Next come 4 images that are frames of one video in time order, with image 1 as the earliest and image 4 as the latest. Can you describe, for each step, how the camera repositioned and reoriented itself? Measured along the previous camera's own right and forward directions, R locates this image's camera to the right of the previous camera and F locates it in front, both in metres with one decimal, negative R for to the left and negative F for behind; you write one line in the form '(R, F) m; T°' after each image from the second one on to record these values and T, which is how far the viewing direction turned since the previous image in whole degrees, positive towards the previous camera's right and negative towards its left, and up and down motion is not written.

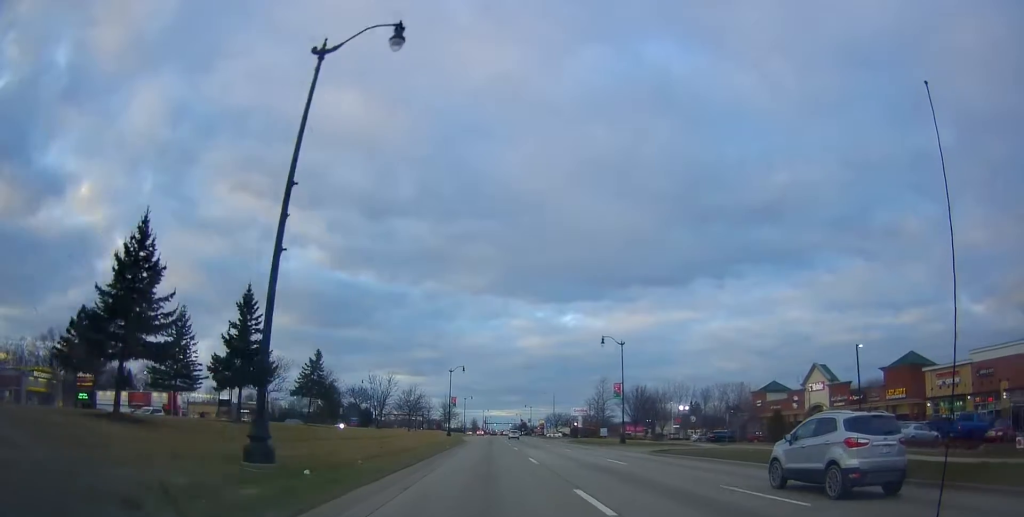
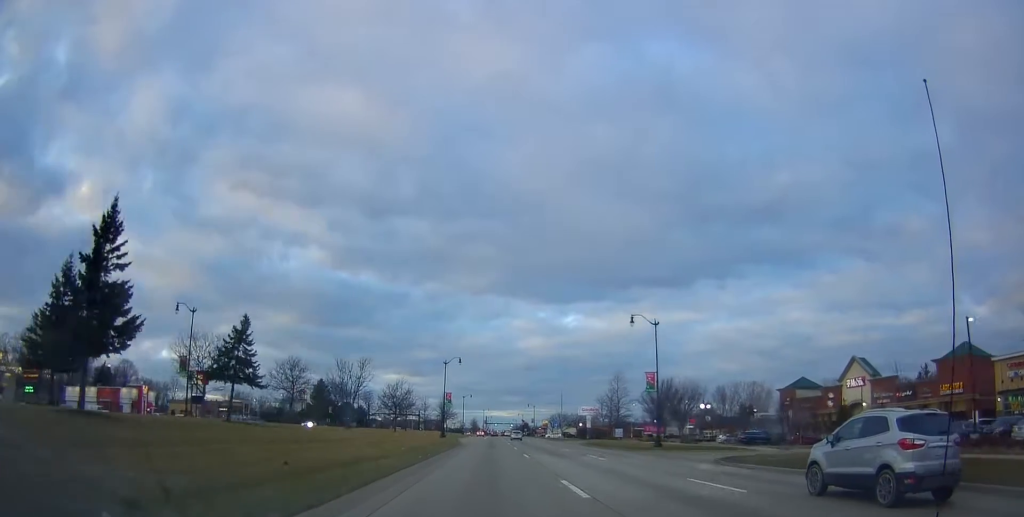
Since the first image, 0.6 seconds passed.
(-0.4, +12.1) m; 0°
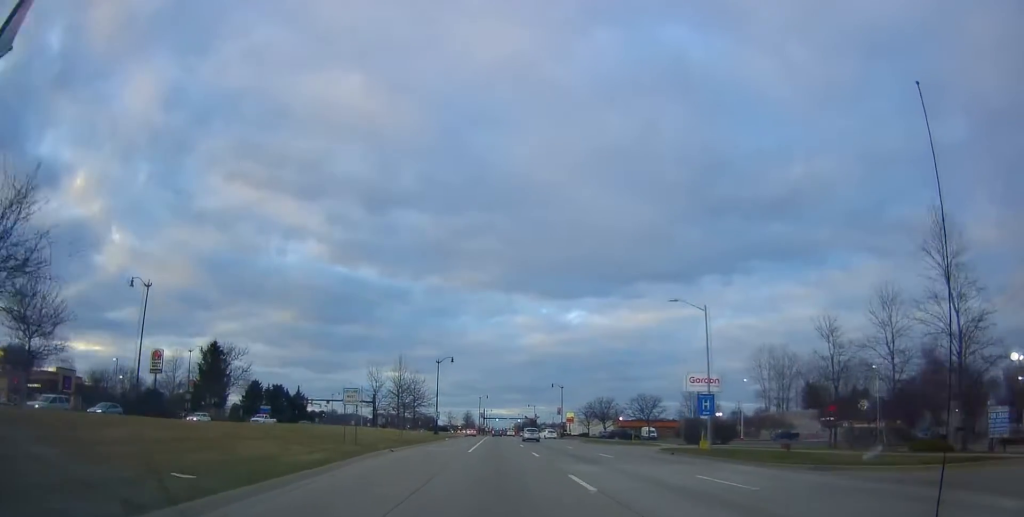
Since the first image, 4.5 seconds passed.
(+0.5, +74.4) m; +2°
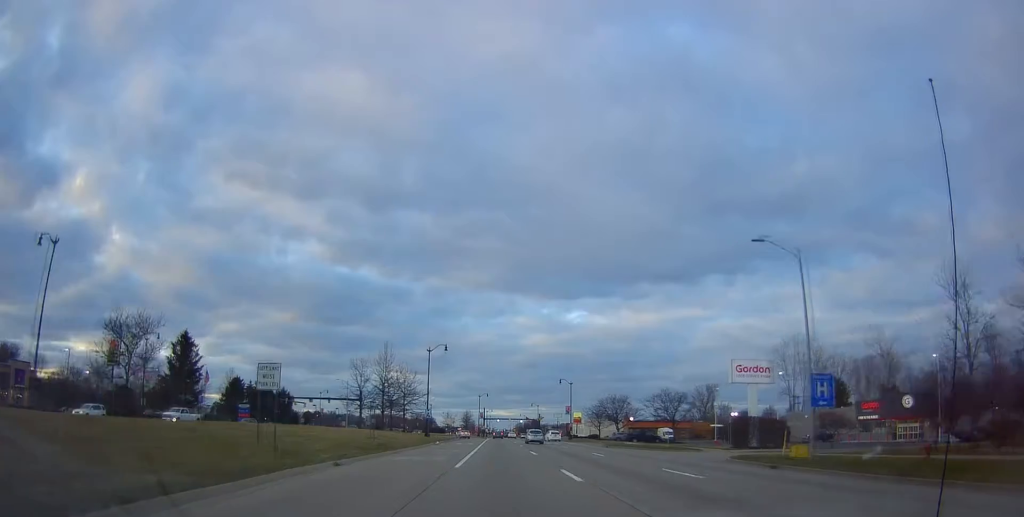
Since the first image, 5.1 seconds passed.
(0.0, +12.4) m; -1°
